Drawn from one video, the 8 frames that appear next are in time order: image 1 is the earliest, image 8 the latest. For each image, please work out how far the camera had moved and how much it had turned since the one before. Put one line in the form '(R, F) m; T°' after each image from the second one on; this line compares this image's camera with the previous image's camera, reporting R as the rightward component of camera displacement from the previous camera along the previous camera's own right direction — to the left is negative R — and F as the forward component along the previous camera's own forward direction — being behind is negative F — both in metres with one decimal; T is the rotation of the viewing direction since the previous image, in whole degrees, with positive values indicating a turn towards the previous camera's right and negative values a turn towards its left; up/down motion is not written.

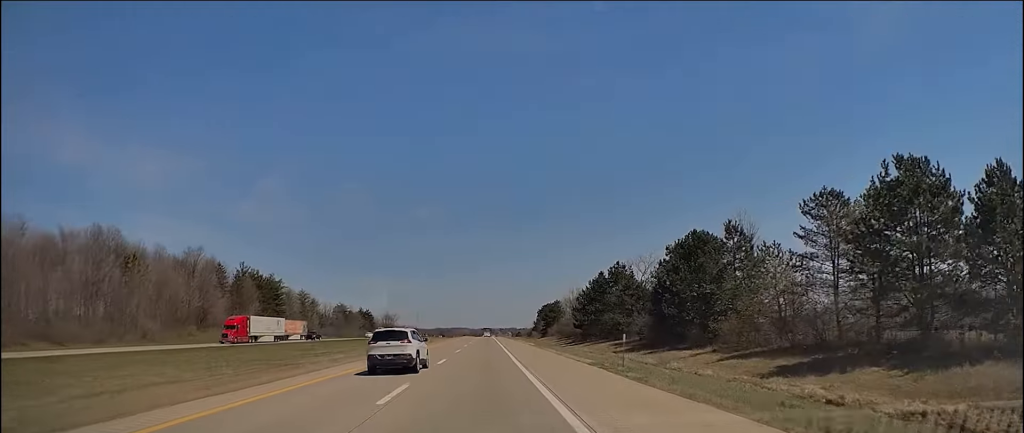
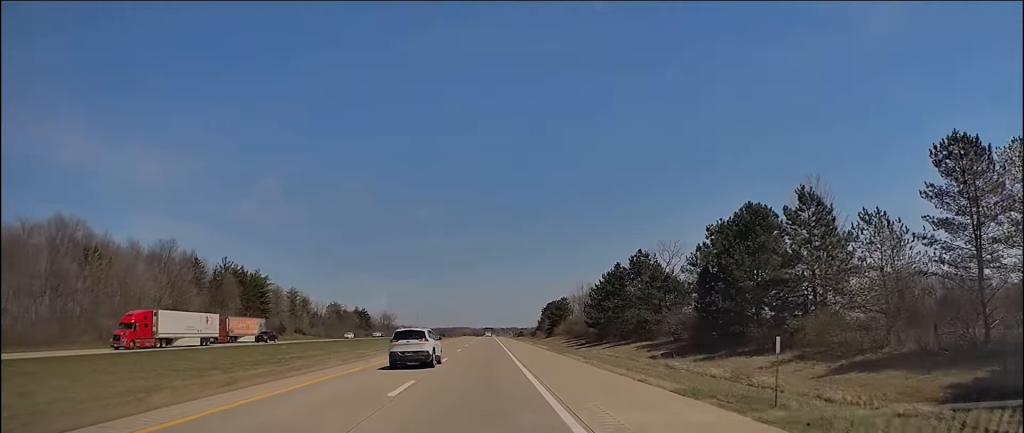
(+0.2, +13.5) m; 0°
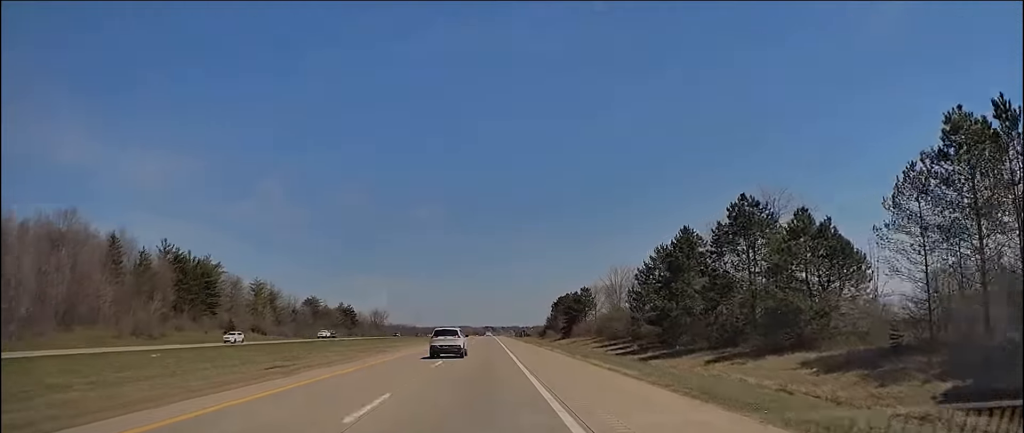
(-0.6, +34.8) m; -1°
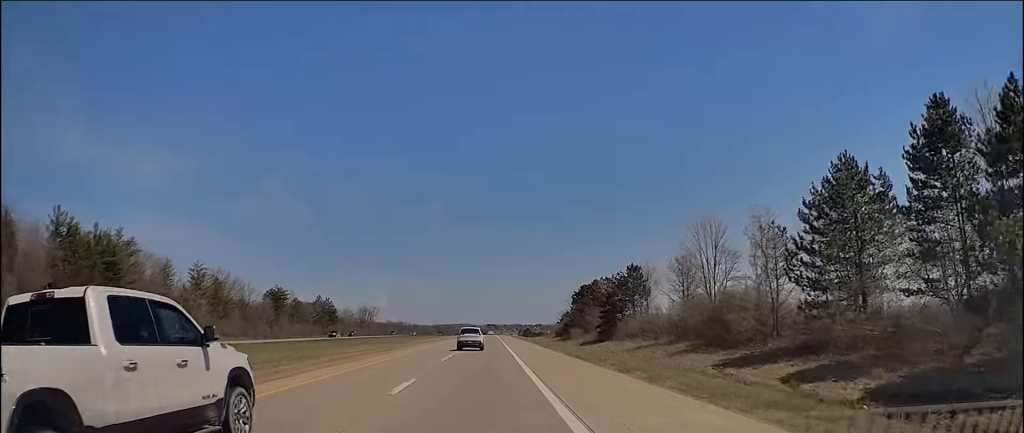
(0.0, +41.7) m; +1°
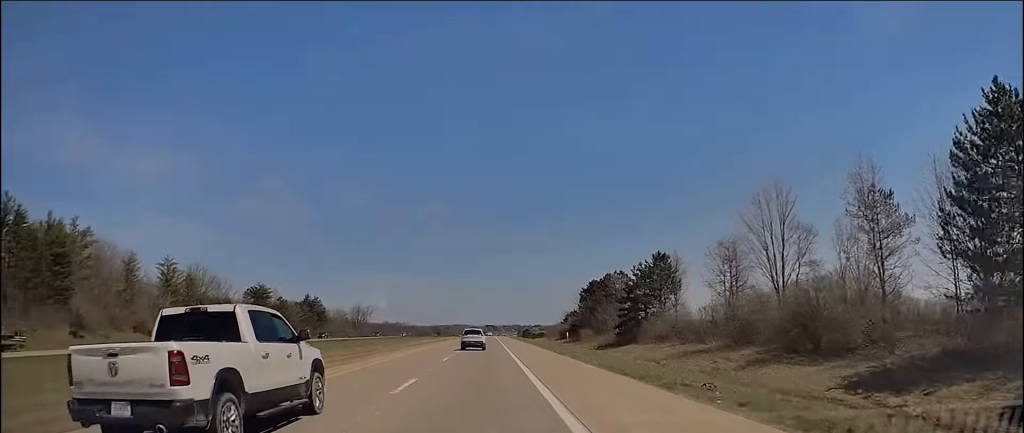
(0.0, +14.6) m; 0°
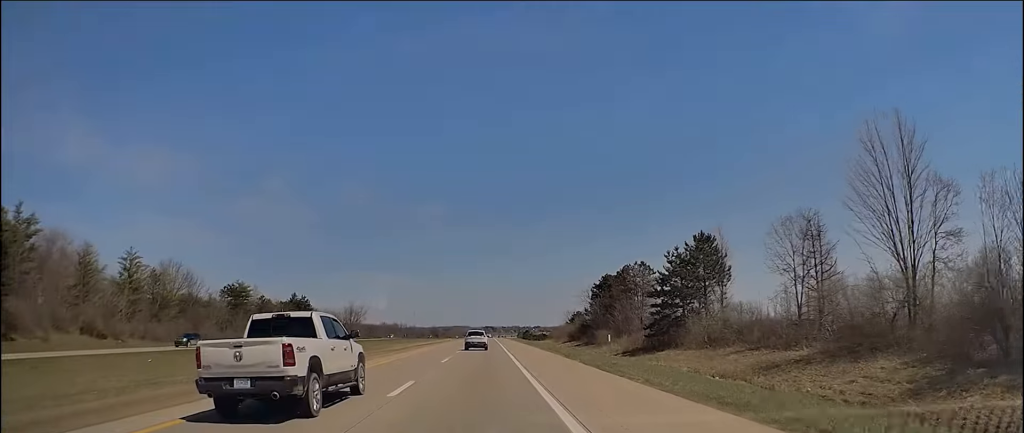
(+0.4, +15.6) m; -1°
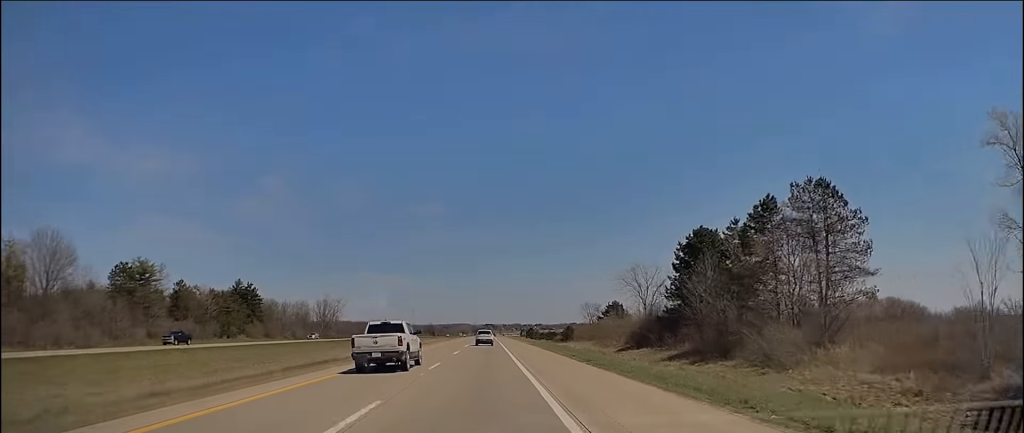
(-0.6, +51.4) m; 0°
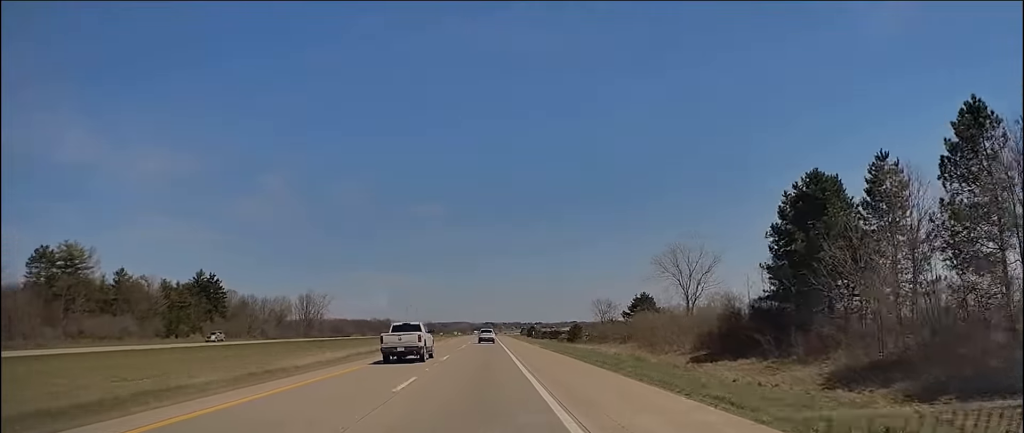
(+0.3, +24.3) m; 0°
